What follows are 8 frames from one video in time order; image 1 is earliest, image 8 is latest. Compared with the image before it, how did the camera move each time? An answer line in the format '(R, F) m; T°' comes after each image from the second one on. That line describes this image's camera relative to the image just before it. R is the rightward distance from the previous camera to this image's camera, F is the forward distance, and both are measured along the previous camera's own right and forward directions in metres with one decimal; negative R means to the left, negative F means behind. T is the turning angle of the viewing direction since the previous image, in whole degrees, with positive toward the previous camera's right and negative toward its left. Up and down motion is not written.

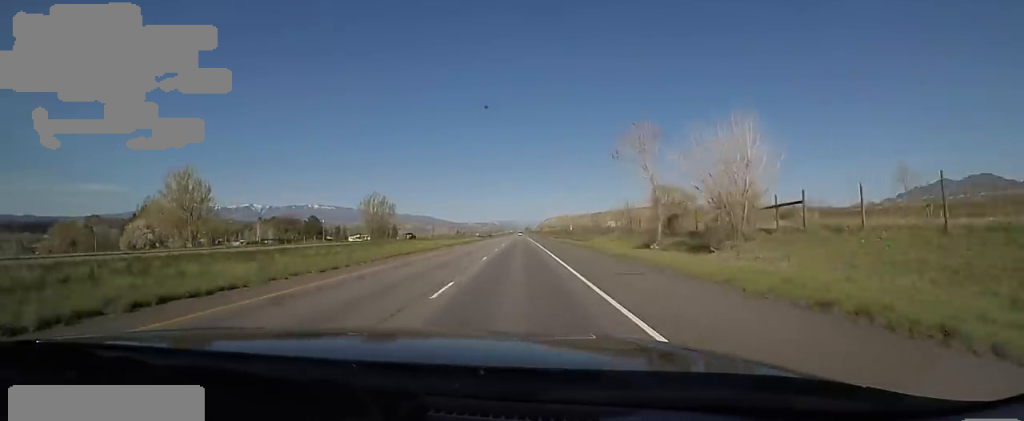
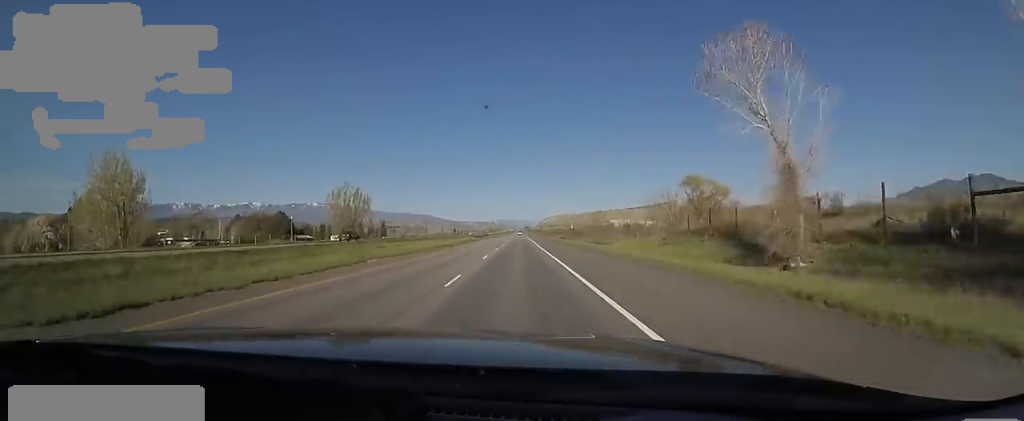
(+0.3, +22.4) m; 0°
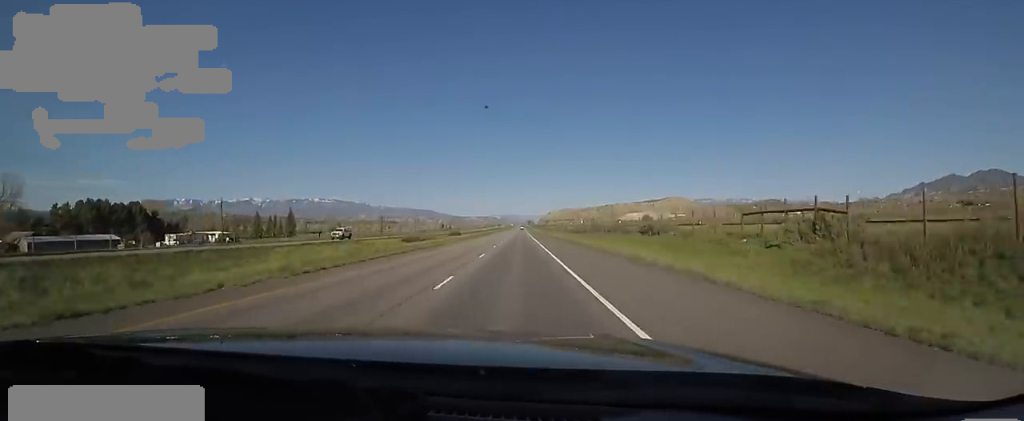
(-3.3, +109.8) m; -1°
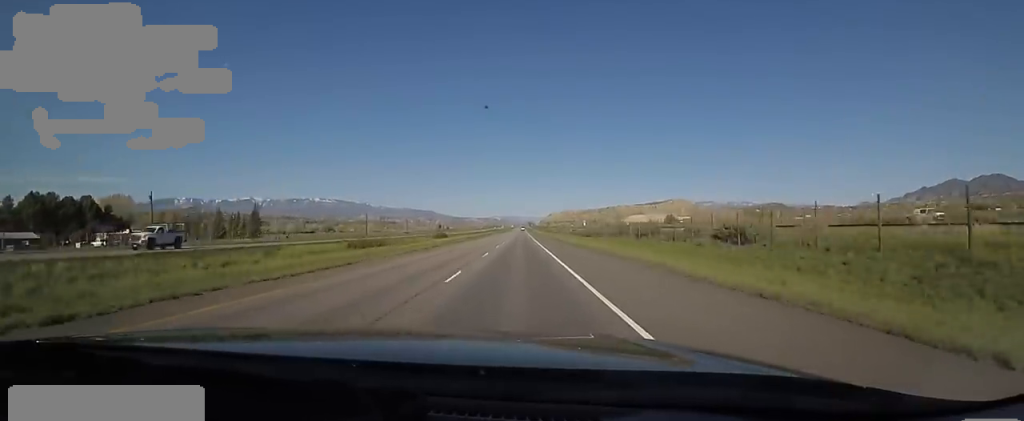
(-0.1, +22.6) m; 0°
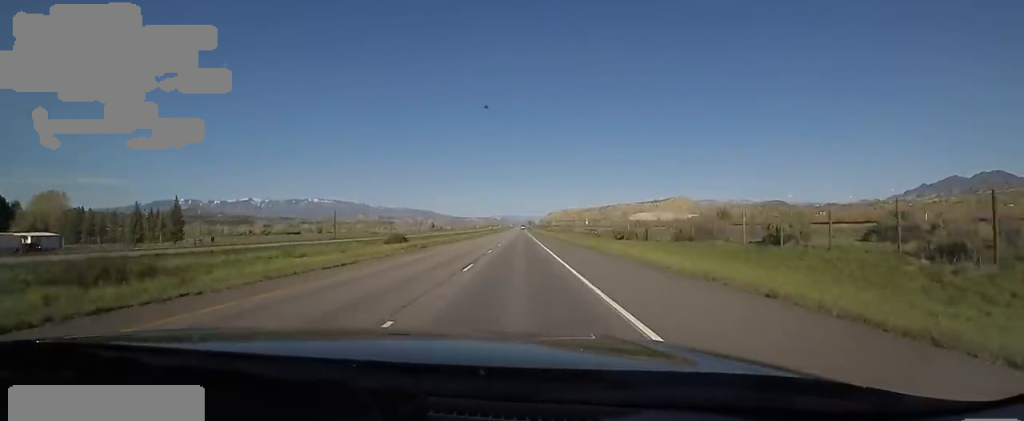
(+0.6, +33.8) m; 0°
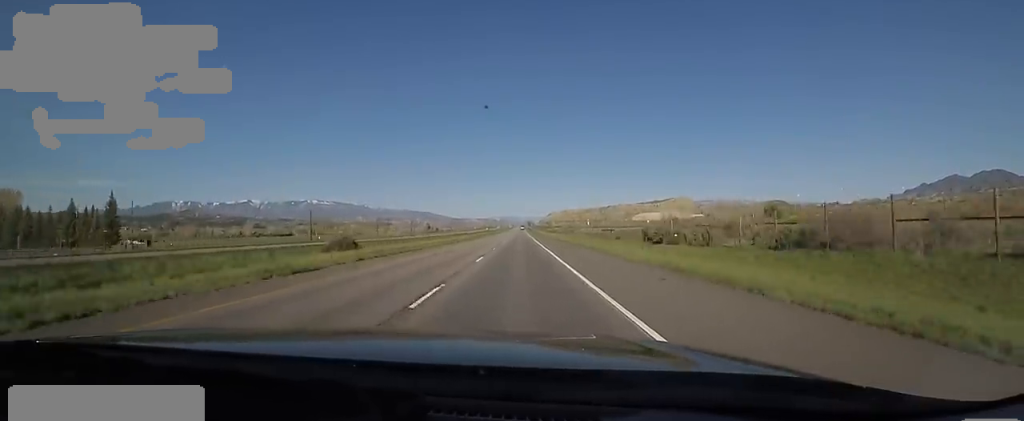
(-0.8, +19.1) m; 0°
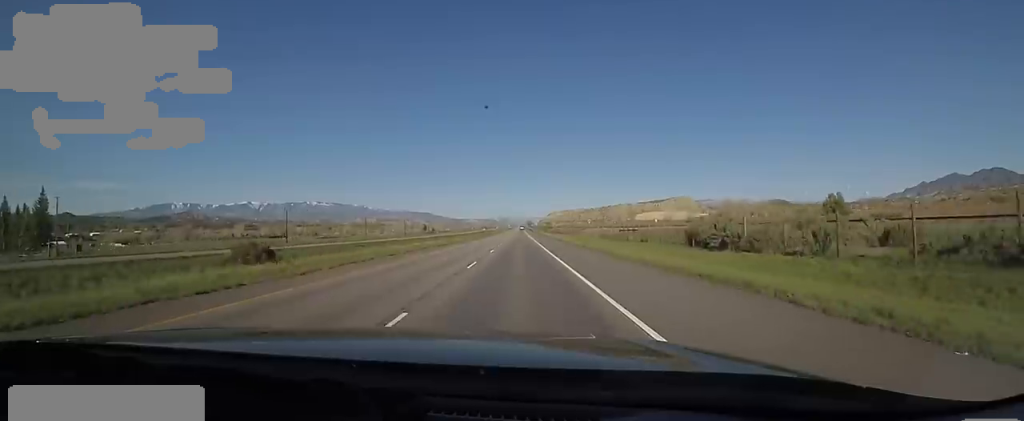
(+0.2, +15.7) m; 0°
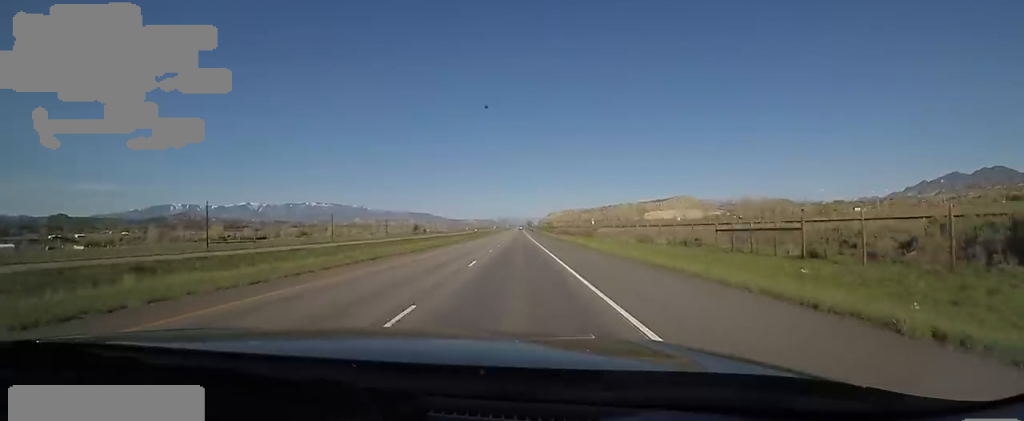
(+0.3, +35.8) m; 0°
